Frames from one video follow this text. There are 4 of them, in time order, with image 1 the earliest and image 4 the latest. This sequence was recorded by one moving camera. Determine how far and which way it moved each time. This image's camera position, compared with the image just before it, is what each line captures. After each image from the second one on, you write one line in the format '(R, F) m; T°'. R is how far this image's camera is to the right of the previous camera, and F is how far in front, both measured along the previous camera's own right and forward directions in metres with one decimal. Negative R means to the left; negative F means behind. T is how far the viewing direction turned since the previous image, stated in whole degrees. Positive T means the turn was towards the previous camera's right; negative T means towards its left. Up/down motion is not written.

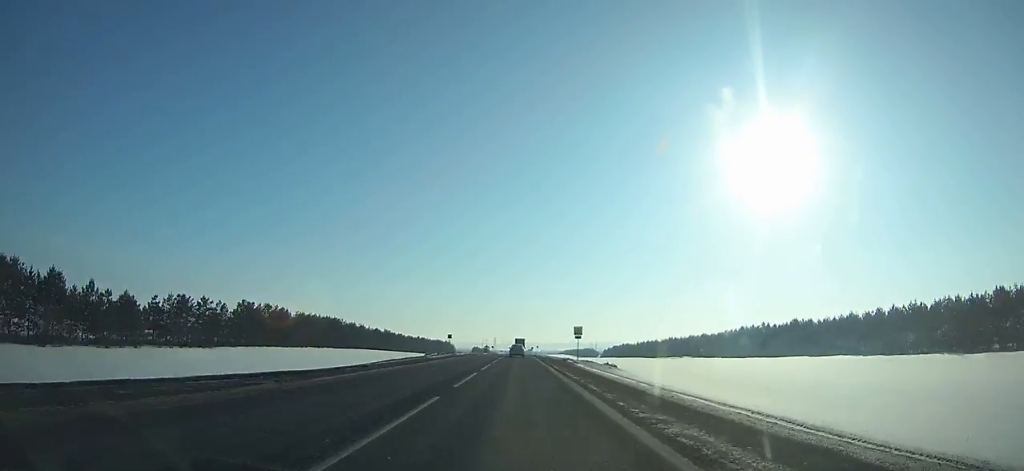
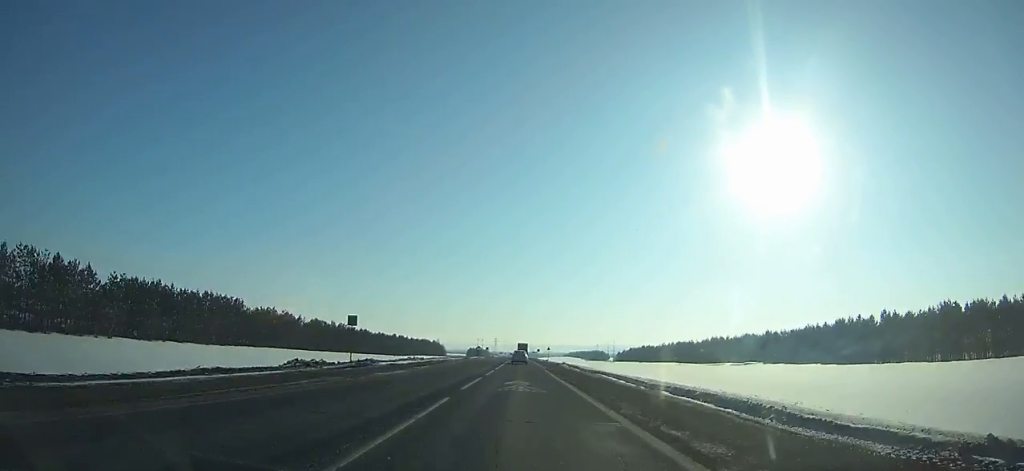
(0.0, +58.1) m; 0°
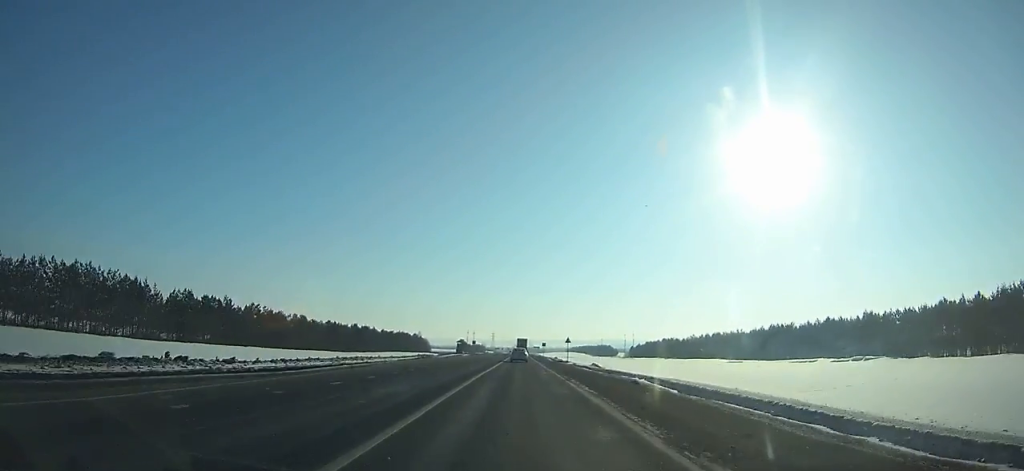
(0.0, +52.7) m; 0°
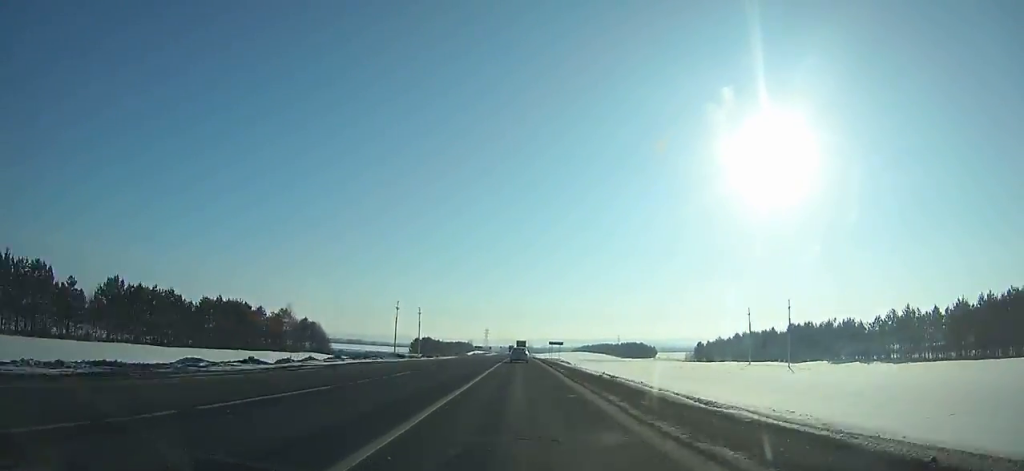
(-0.1, +144.0) m; 0°
